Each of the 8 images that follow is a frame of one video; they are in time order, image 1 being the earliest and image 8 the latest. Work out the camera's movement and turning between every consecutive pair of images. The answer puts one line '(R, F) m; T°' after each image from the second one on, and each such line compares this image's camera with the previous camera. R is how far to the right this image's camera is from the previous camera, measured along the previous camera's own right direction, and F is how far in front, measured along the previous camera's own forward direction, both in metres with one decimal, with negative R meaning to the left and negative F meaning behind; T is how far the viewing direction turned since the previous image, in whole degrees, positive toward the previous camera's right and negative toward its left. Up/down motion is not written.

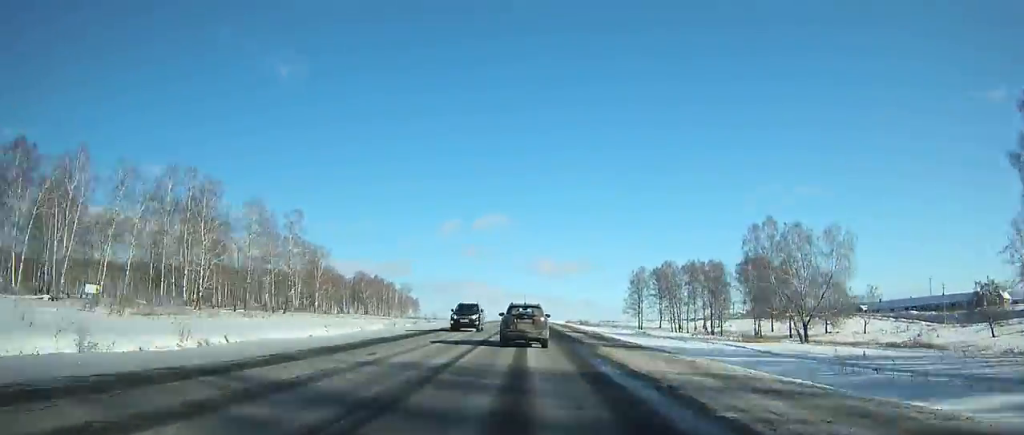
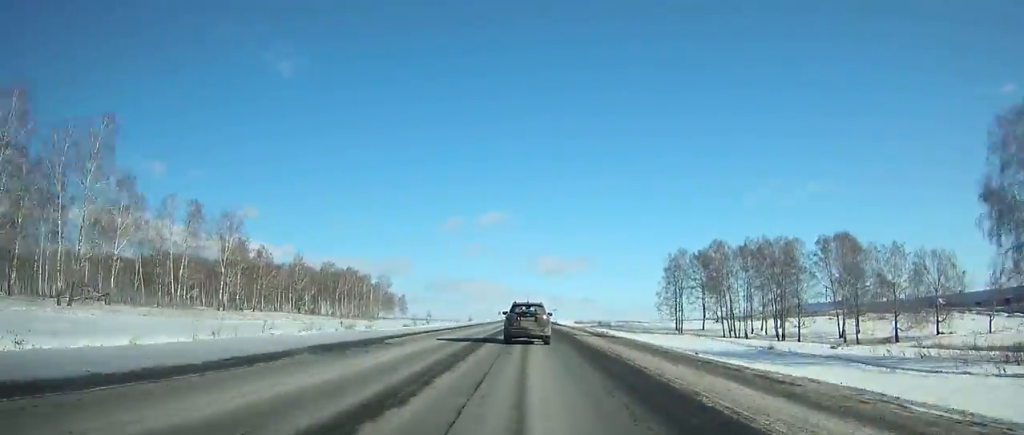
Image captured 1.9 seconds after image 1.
(+0.1, +44.8) m; 0°
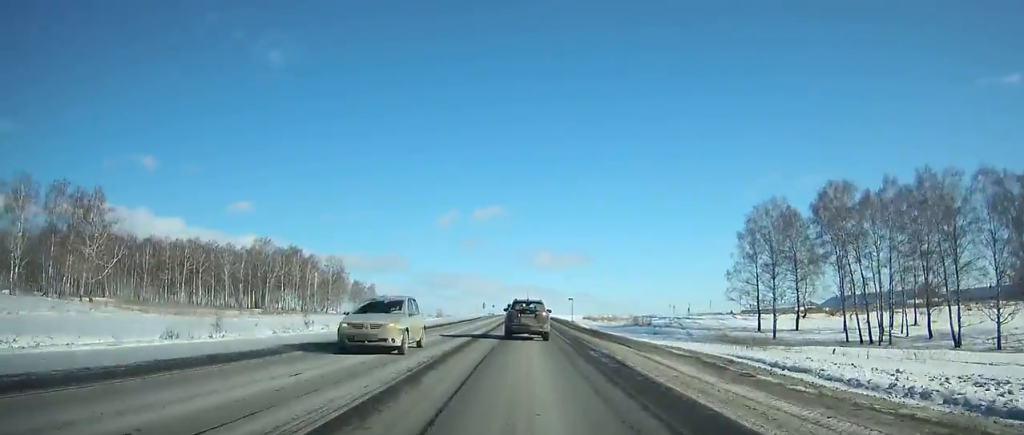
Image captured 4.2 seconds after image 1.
(+0.1, +53.7) m; 0°
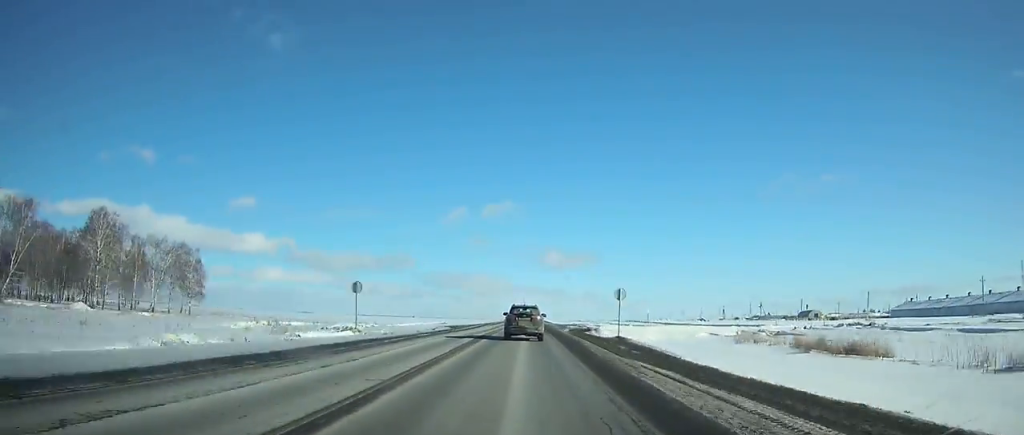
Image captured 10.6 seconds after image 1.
(-0.2, +147.7) m; 0°
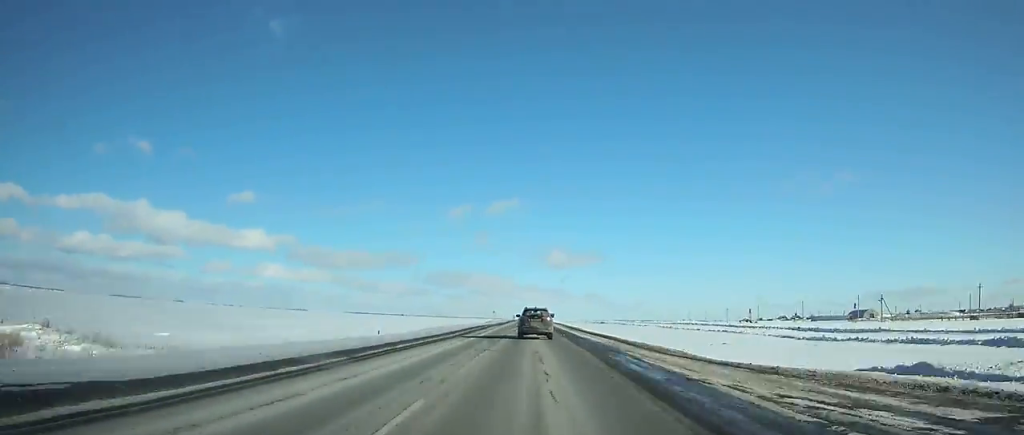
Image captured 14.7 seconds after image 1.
(-0.1, +95.7) m; 0°
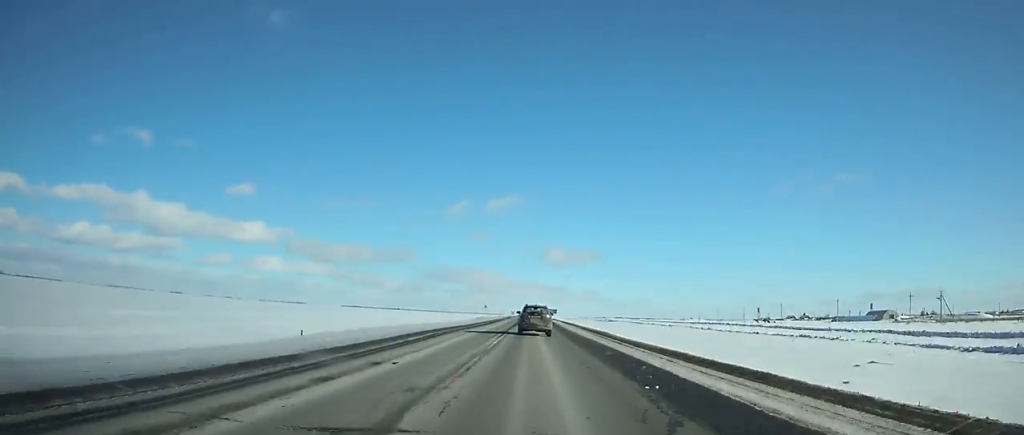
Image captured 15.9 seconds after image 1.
(0.0, +28.4) m; 0°
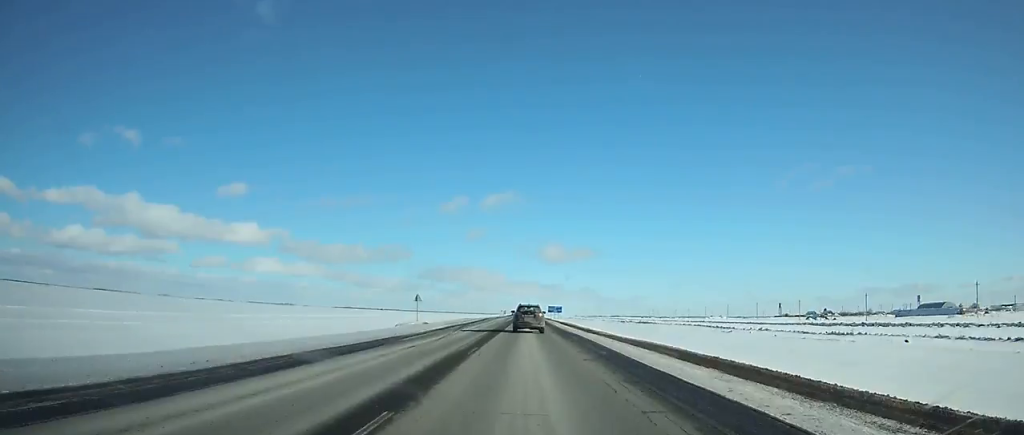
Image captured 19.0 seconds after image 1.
(0.0, +74.4) m; 0°
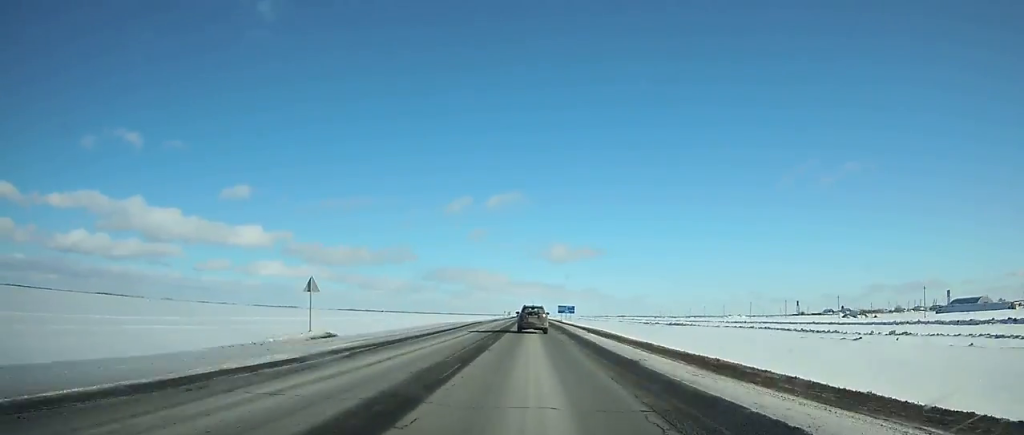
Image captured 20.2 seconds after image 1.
(0.0, +29.2) m; 0°
